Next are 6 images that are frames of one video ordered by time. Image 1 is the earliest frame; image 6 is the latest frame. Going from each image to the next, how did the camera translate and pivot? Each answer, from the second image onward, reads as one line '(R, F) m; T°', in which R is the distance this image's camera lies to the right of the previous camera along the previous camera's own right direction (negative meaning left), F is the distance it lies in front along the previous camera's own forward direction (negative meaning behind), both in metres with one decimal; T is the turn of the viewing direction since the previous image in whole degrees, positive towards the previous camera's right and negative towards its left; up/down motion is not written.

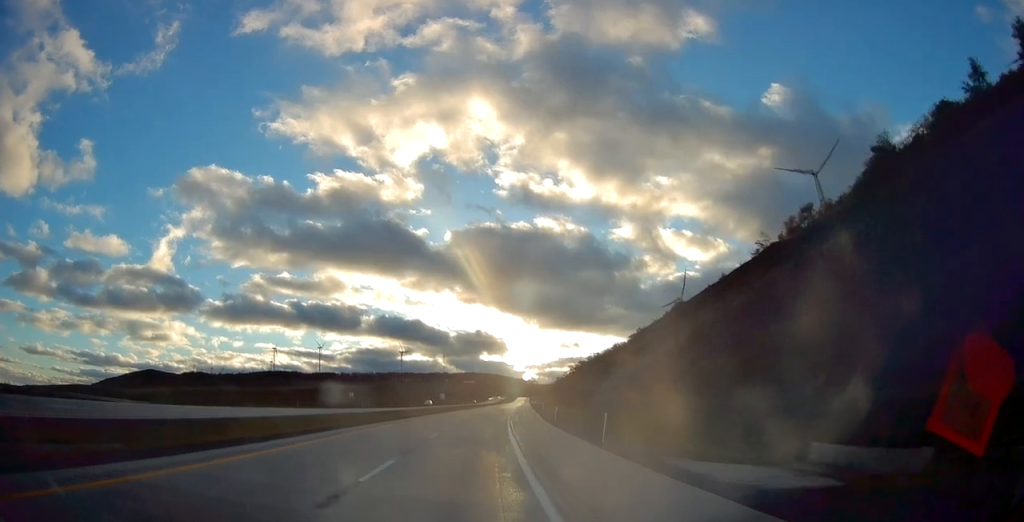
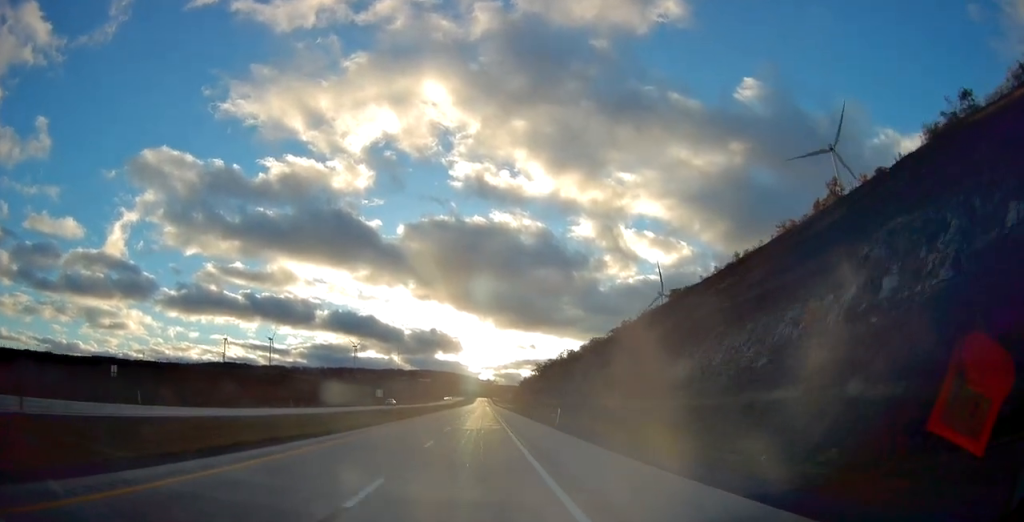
(+3.2, +75.4) m; +4°
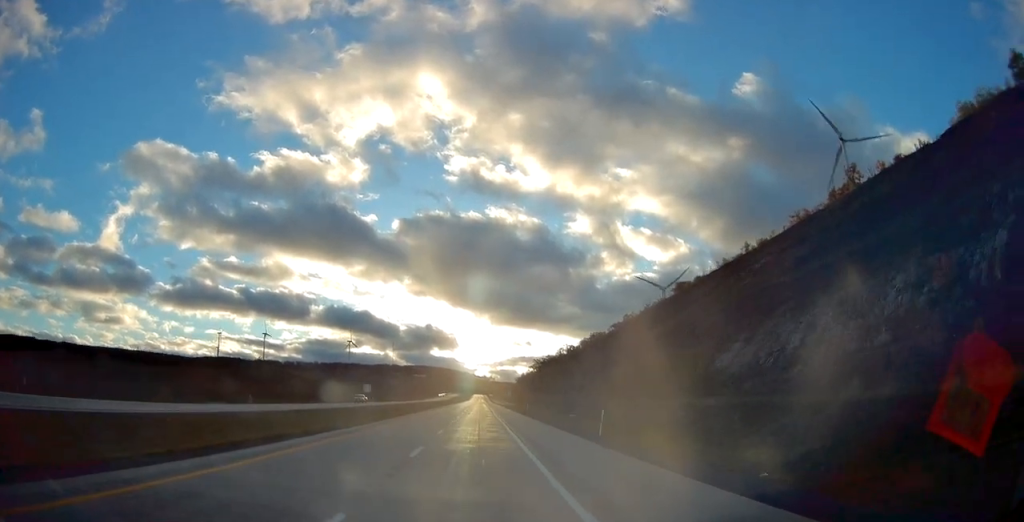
(+0.1, +16.4) m; +1°
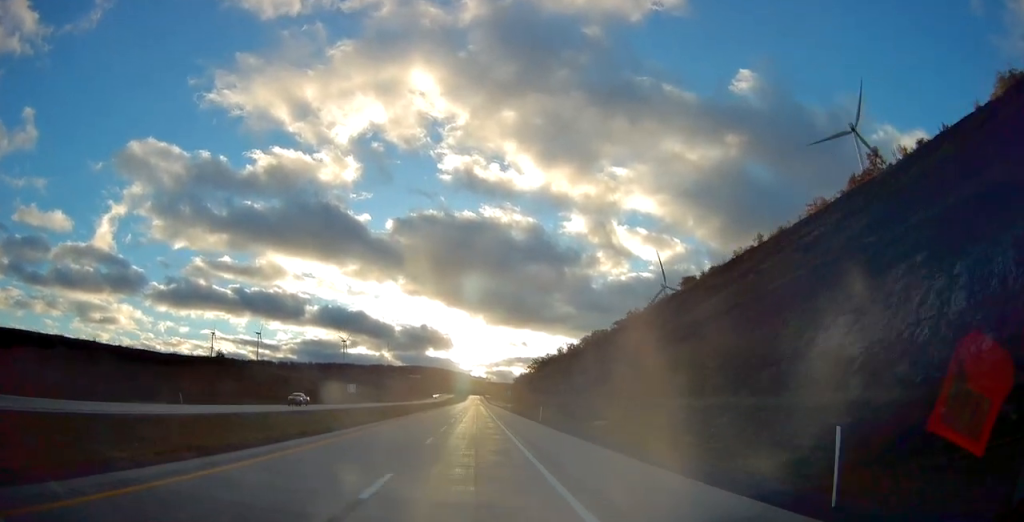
(+0.1, +19.3) m; +1°
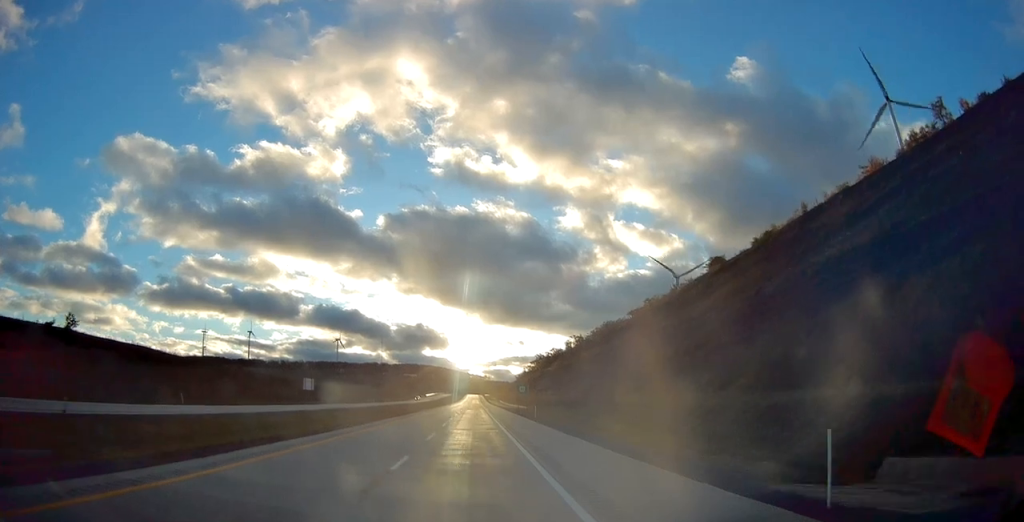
(+0.4, +45.2) m; +1°
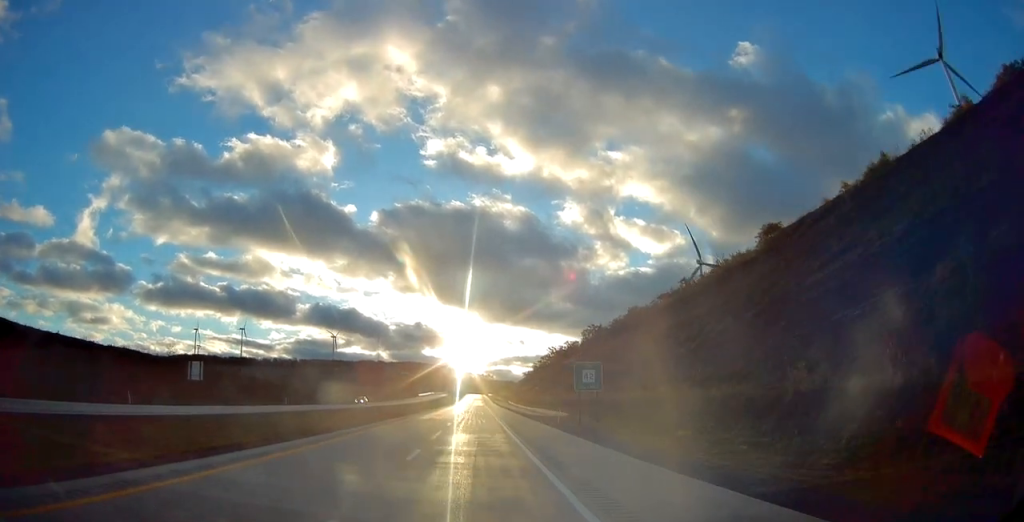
(-0.5, +57.9) m; -1°
